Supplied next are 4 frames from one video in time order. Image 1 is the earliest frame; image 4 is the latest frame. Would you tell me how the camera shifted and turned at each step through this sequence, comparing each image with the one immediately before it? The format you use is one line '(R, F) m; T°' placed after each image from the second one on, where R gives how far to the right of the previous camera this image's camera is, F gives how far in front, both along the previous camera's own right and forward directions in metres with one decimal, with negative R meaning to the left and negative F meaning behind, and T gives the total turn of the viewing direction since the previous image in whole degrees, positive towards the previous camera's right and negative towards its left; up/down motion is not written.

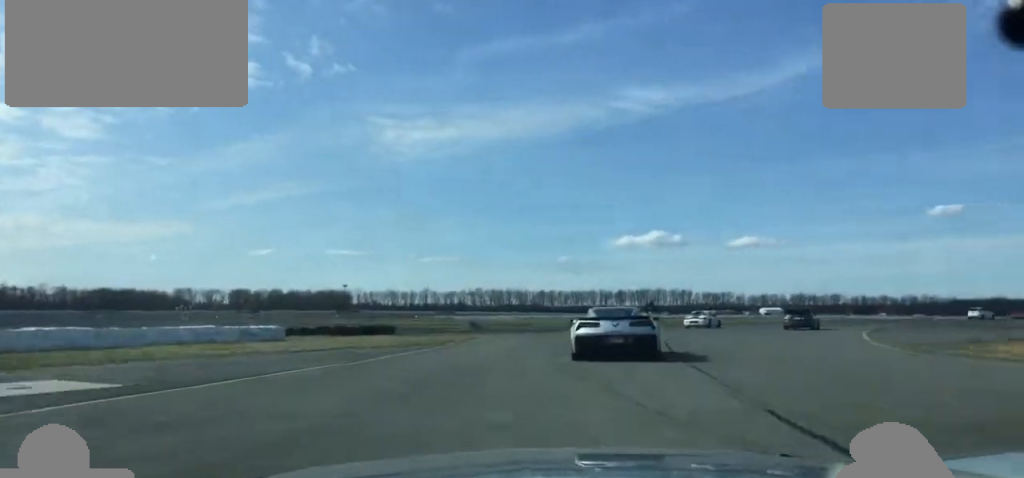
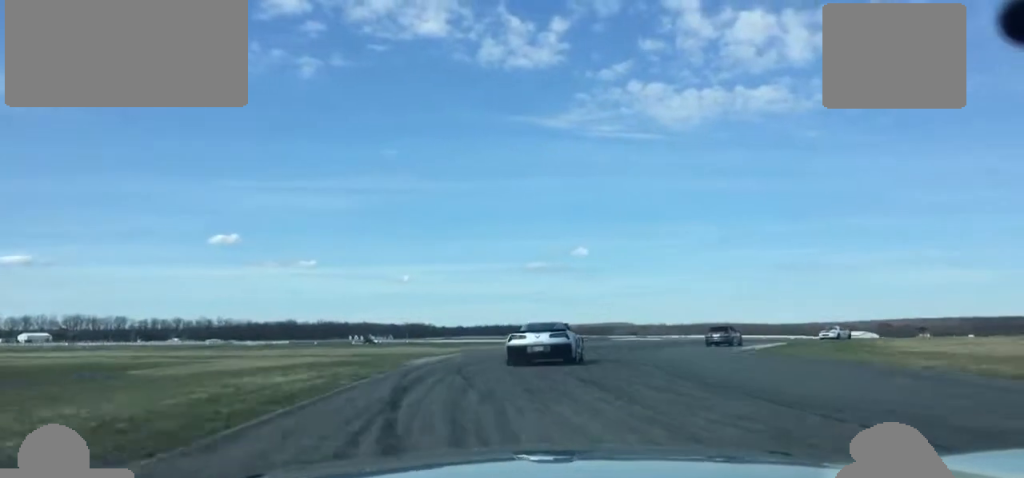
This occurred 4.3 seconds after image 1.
(+39.3, +90.6) m; +47°
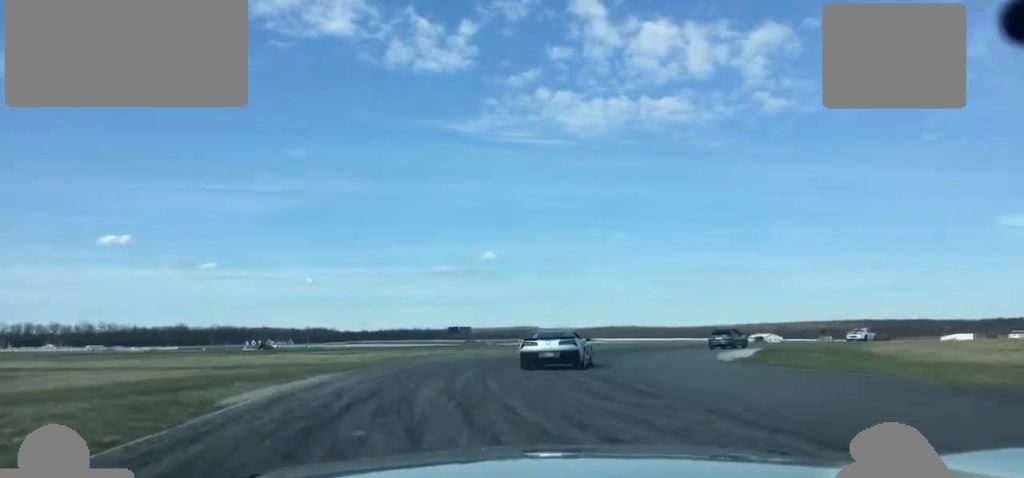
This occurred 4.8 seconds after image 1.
(+1.2, +13.5) m; +6°
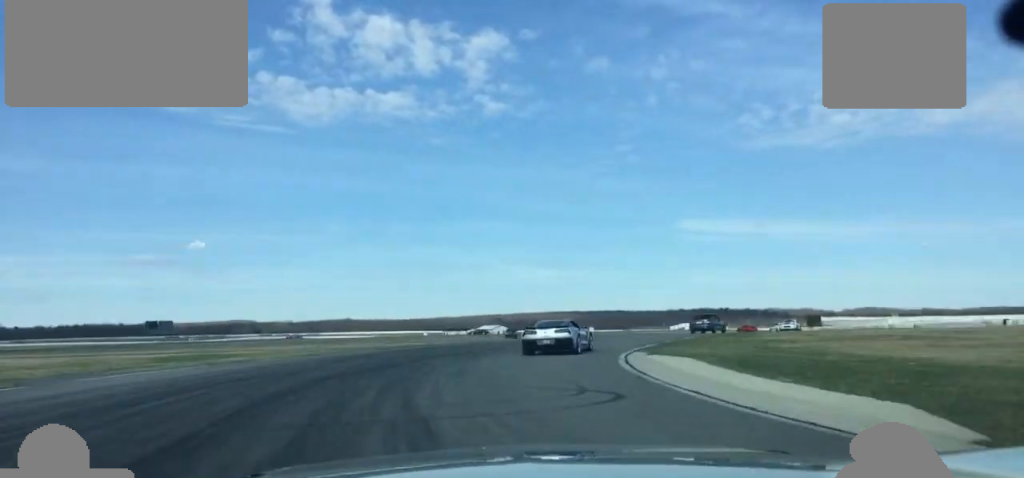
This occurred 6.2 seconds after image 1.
(+4.2, +33.0) m; +17°
